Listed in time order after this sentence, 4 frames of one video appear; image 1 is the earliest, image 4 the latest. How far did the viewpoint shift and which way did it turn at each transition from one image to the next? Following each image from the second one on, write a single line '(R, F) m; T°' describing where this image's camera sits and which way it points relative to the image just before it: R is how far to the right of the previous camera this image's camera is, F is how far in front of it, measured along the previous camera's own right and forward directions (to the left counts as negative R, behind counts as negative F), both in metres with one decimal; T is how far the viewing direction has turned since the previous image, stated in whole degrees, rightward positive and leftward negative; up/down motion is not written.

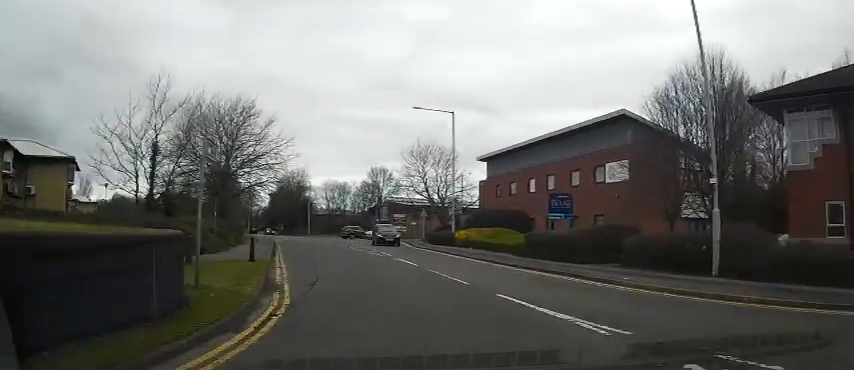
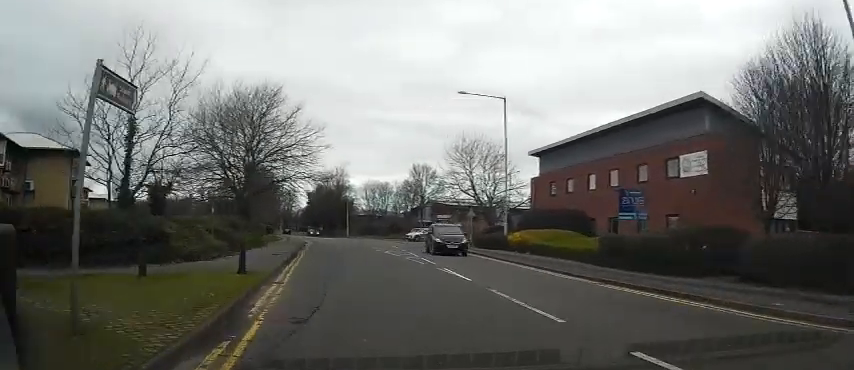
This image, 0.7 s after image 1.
(+0.2, +5.1) m; -3°
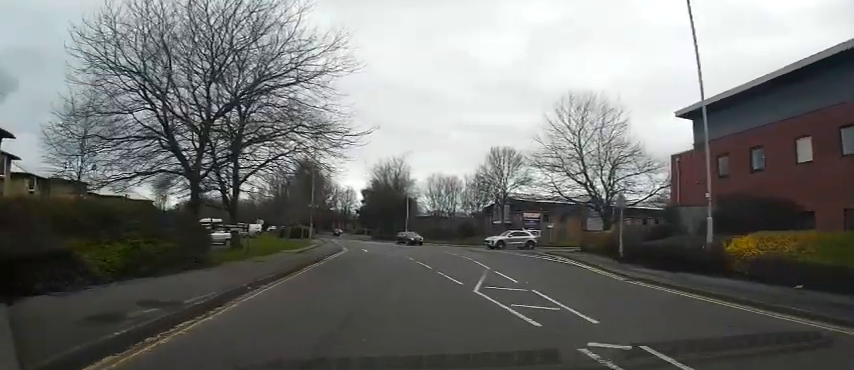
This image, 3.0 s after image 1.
(-3.6, +18.2) m; -17°
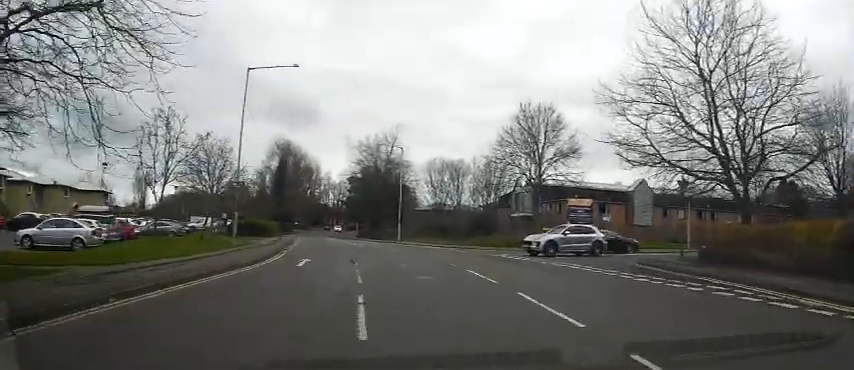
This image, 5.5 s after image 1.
(+0.6, +19.1) m; -1°
